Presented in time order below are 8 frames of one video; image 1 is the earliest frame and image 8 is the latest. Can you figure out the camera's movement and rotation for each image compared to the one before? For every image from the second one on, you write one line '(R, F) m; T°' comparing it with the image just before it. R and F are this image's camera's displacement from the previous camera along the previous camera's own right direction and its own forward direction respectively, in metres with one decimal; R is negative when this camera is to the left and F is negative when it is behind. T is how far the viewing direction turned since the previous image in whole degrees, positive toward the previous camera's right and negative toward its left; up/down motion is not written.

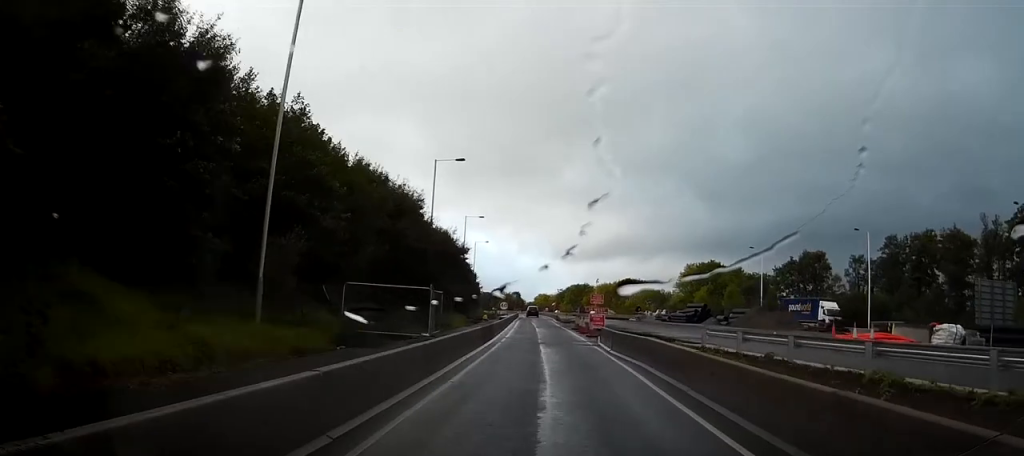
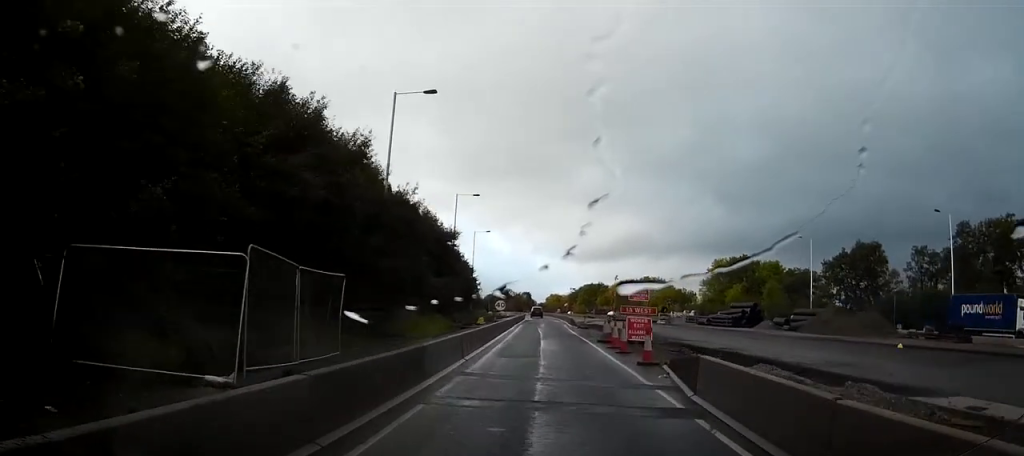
(0.0, +18.4) m; 0°
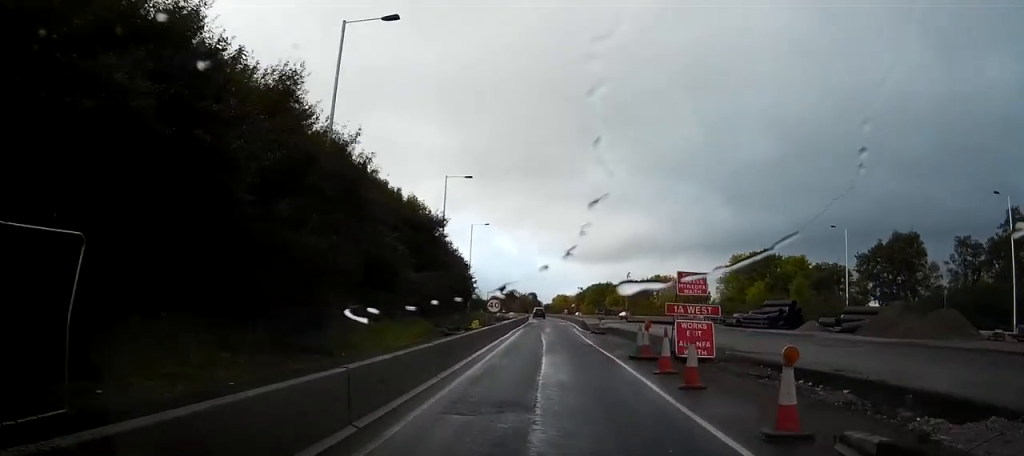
(0.0, +10.7) m; 0°
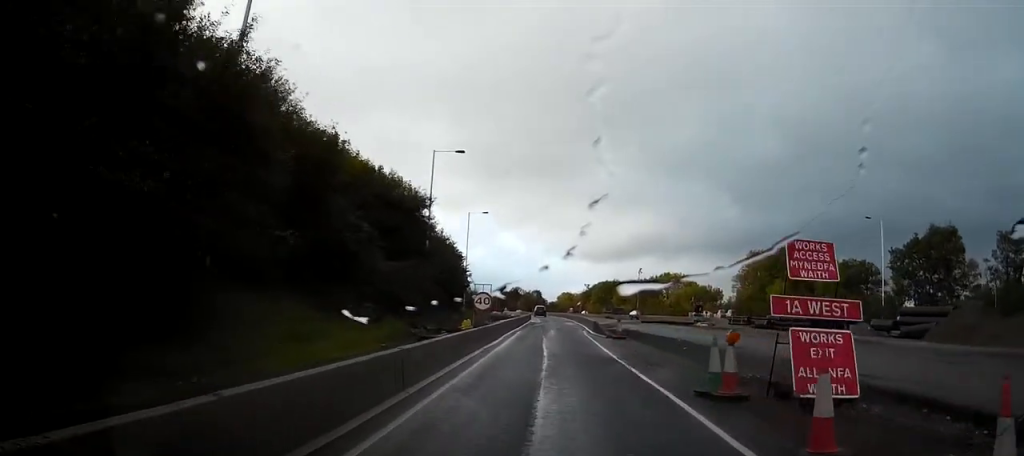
(-0.1, +9.2) m; 0°
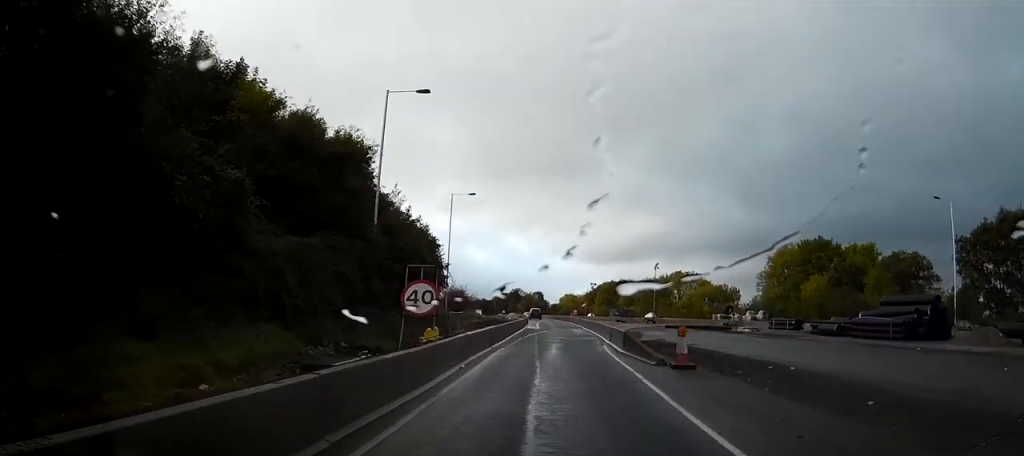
(+0.1, +15.8) m; +1°
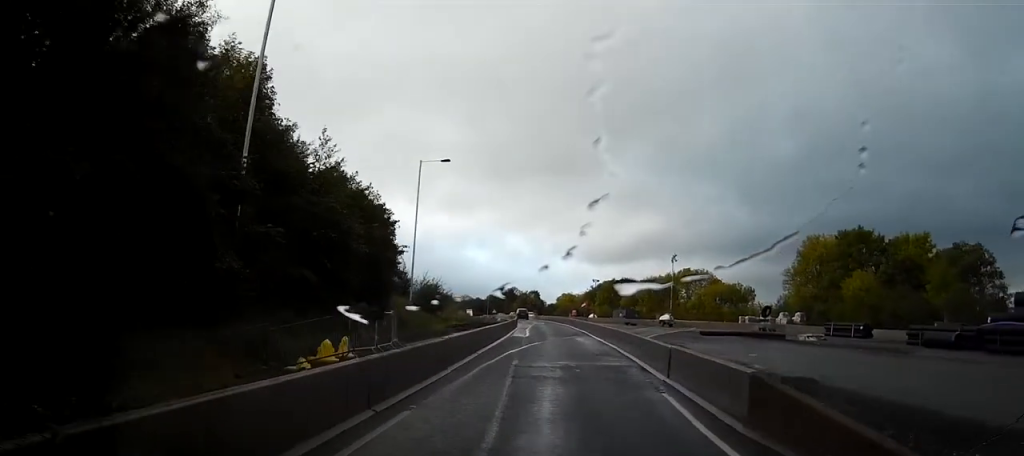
(+0.1, +15.9) m; -1°
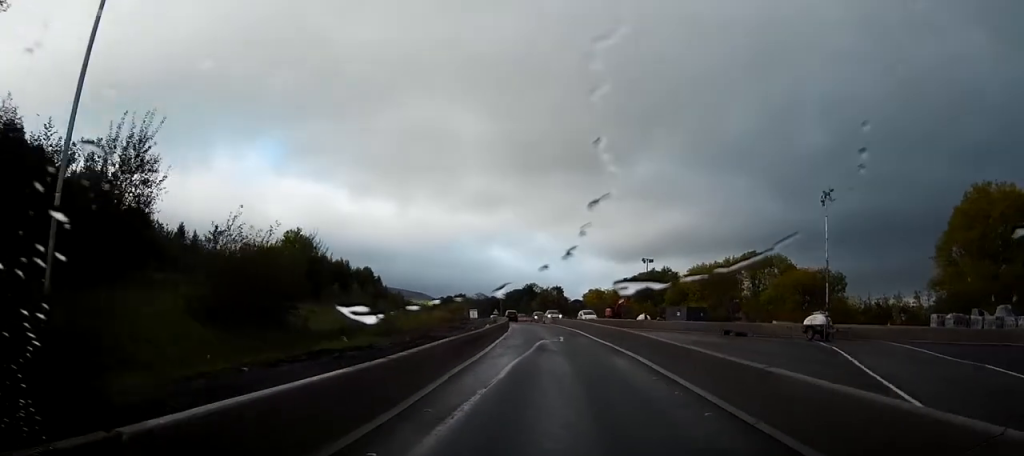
(-1.1, +42.3) m; -2°
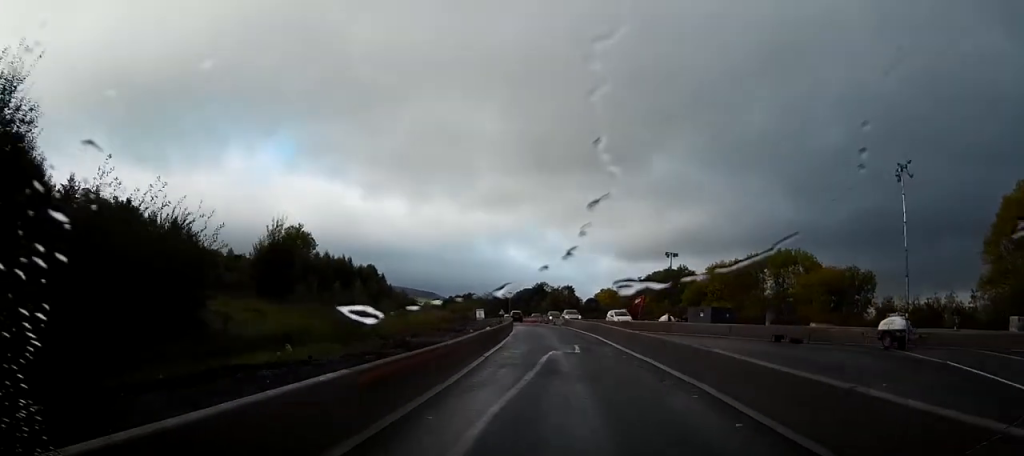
(-0.1, +7.6) m; 0°
